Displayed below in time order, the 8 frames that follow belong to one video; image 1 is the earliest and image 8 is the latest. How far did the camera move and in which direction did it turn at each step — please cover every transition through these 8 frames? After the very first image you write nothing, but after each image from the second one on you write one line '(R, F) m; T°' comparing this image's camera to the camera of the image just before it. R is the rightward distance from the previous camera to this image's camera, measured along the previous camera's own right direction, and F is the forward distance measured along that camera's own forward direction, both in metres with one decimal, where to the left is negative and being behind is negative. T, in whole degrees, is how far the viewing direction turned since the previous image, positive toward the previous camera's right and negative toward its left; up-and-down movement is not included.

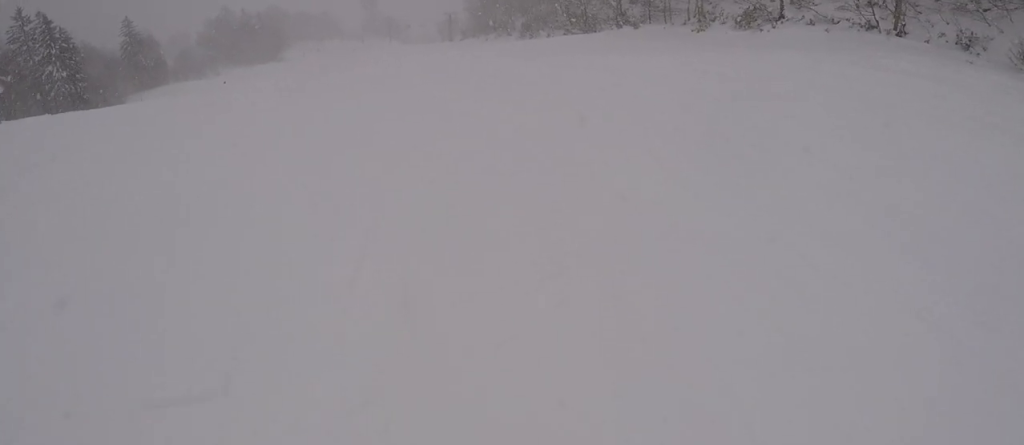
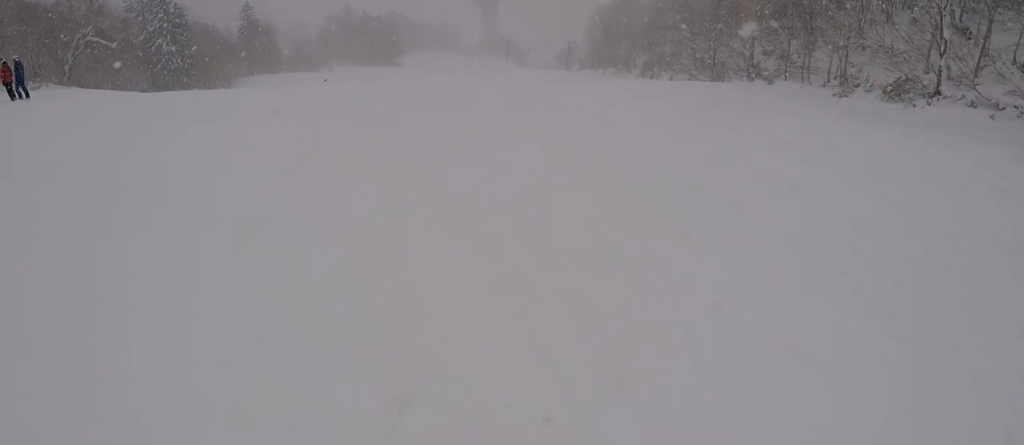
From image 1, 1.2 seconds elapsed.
(-1.2, +5.7) m; 0°
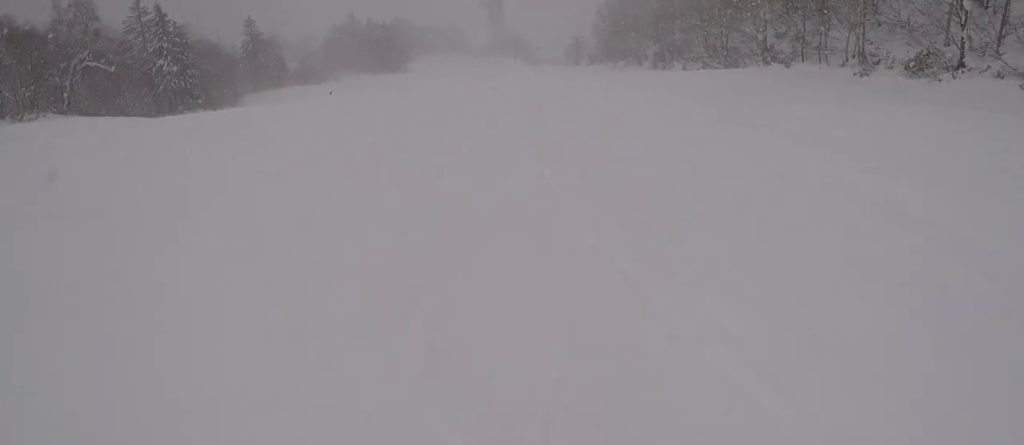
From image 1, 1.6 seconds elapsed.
(+0.6, +2.5) m; +4°
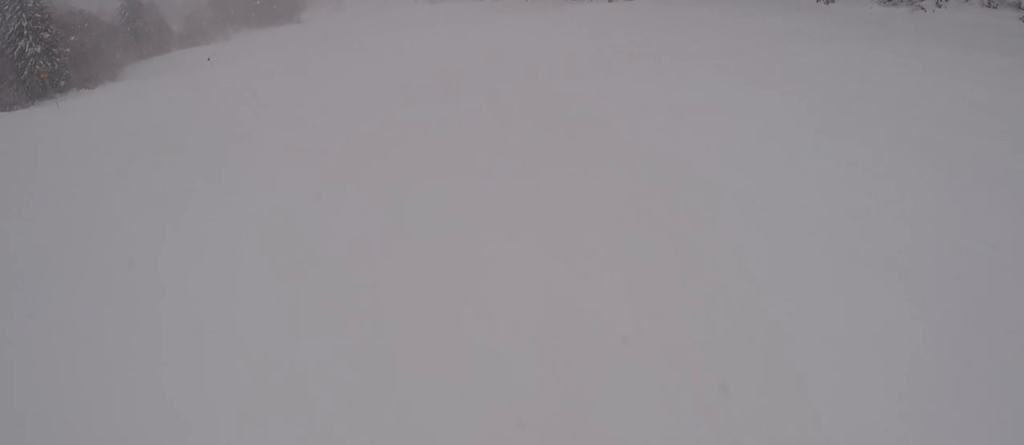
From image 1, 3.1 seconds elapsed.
(+0.5, +9.2) m; +6°
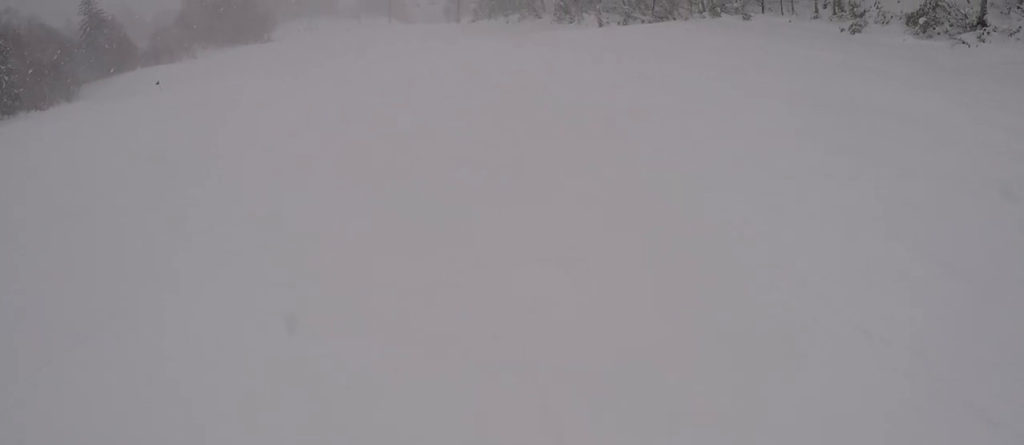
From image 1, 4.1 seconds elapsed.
(+0.6, +7.0) m; +9°
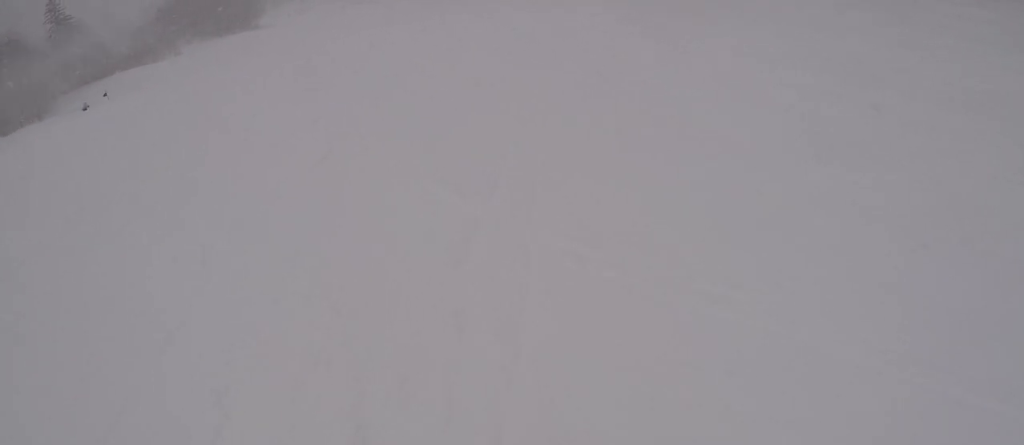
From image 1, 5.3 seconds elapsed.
(+0.9, +9.5) m; +10°
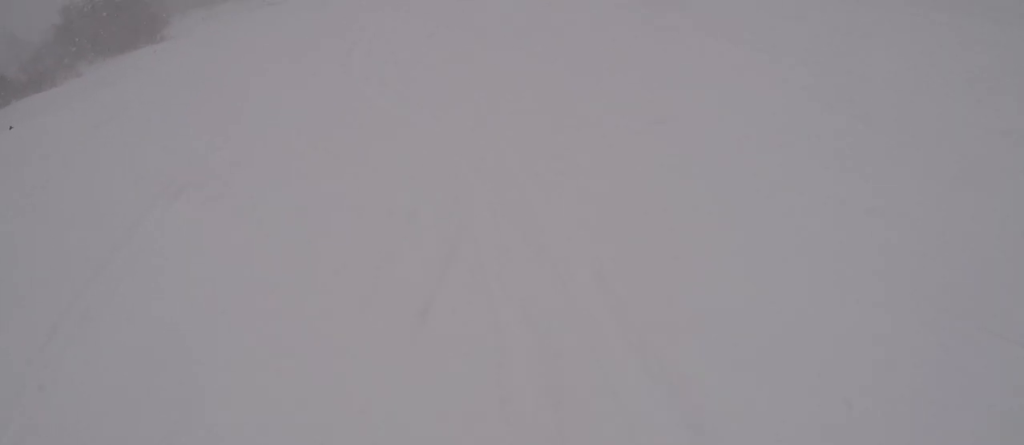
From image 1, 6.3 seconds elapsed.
(+0.5, +7.2) m; +4°
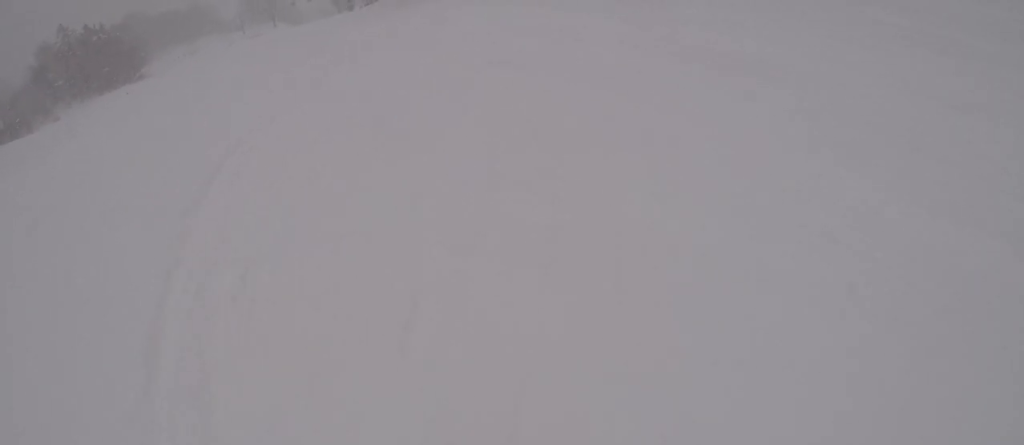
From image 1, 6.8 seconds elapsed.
(0.0, +3.8) m; 0°
